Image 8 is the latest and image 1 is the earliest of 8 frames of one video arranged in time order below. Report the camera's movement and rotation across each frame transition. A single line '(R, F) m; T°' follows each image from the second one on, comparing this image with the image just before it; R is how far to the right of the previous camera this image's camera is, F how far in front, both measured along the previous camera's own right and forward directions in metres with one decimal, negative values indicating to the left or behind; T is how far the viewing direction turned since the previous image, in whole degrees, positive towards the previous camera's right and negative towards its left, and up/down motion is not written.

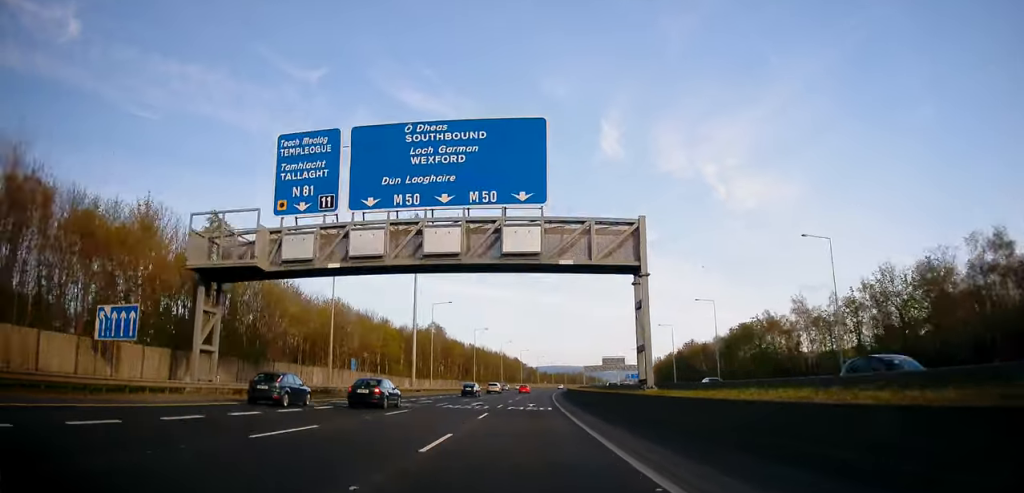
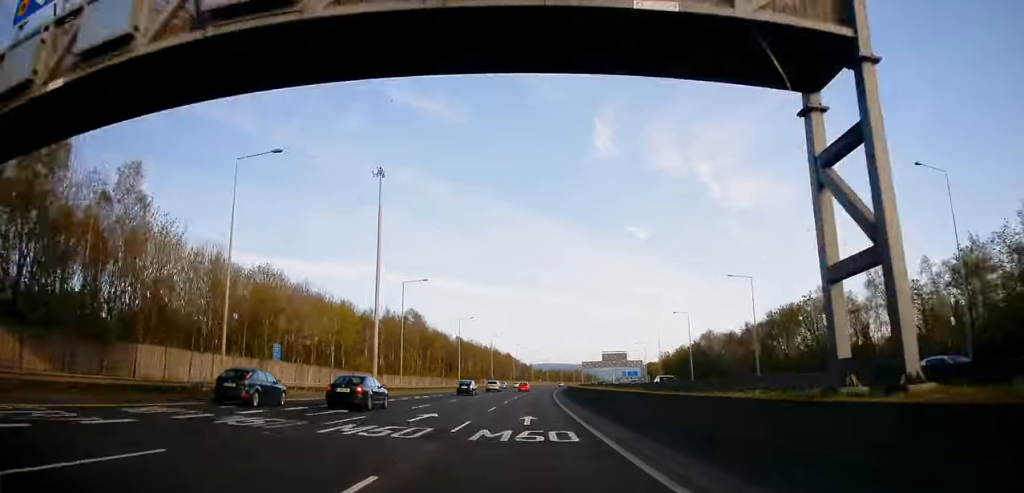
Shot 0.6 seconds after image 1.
(0.0, +18.6) m; +1°
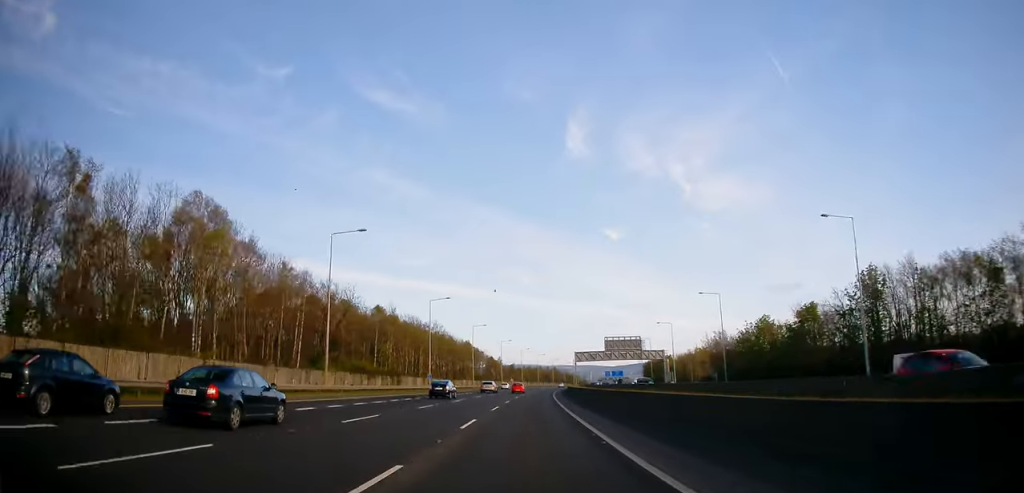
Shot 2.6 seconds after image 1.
(+1.6, +69.5) m; +2°
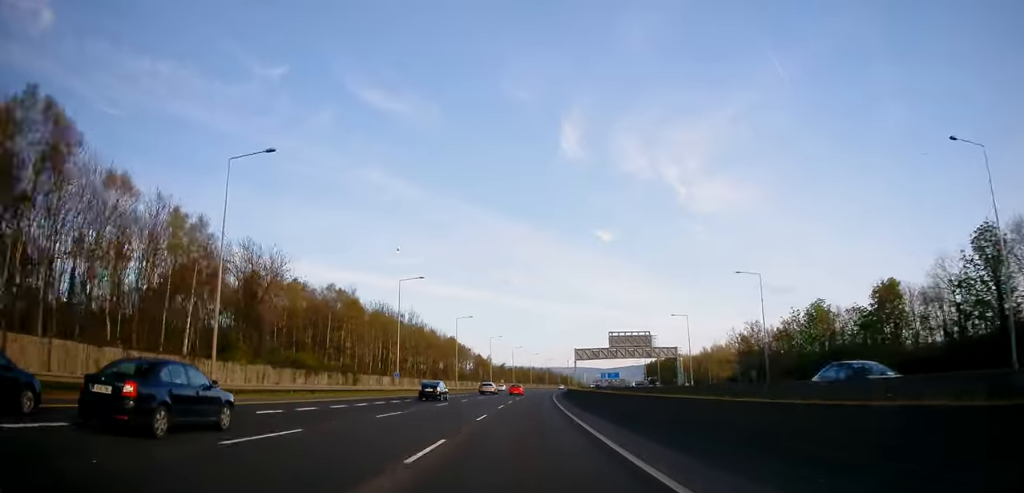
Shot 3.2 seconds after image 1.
(+0.2, +18.7) m; +1°
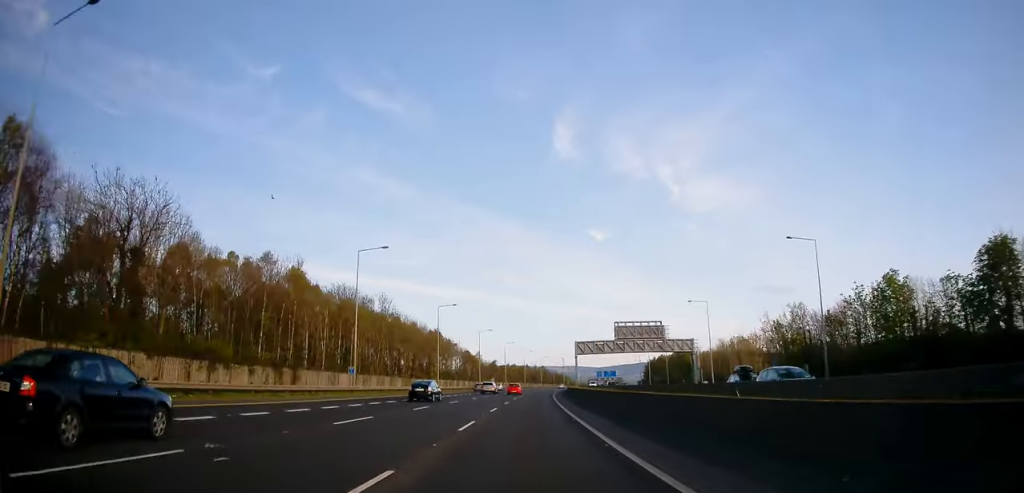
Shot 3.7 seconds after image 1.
(+0.3, +17.3) m; +1°
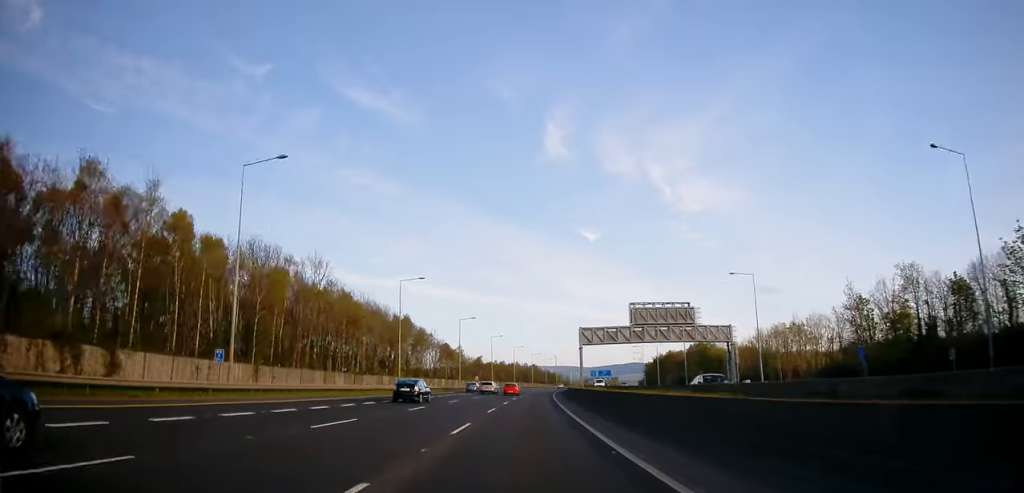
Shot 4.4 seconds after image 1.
(+0.1, +24.0) m; +1°
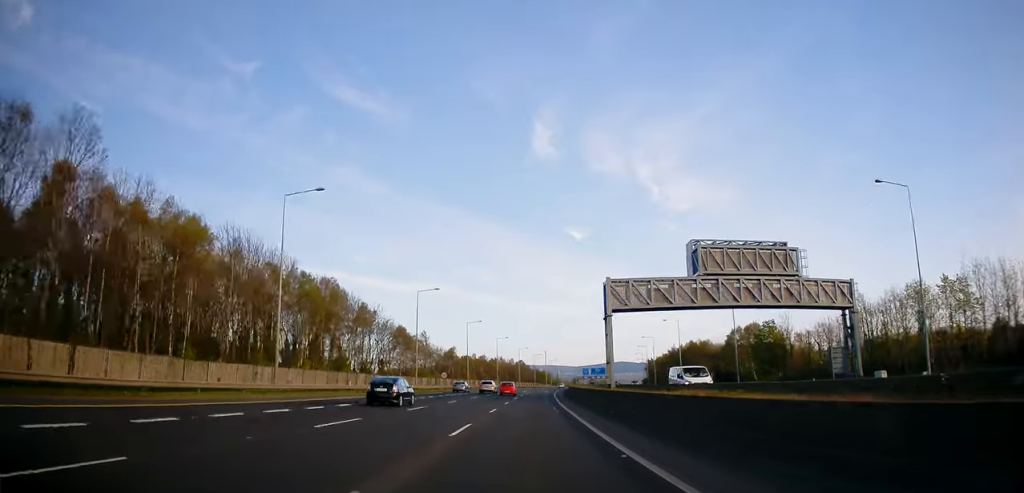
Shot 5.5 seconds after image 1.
(+0.6, +36.1) m; +2°
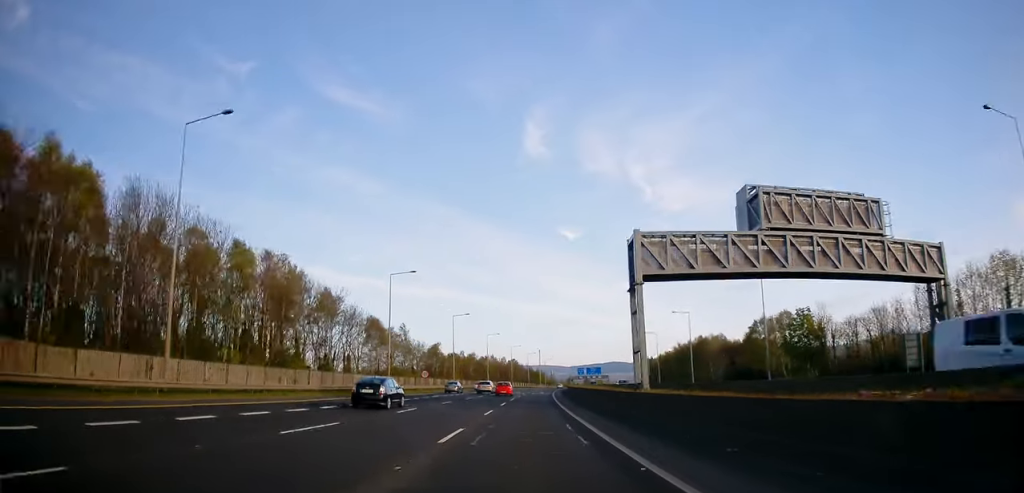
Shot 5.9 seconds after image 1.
(+0.1, +13.4) m; +1°
